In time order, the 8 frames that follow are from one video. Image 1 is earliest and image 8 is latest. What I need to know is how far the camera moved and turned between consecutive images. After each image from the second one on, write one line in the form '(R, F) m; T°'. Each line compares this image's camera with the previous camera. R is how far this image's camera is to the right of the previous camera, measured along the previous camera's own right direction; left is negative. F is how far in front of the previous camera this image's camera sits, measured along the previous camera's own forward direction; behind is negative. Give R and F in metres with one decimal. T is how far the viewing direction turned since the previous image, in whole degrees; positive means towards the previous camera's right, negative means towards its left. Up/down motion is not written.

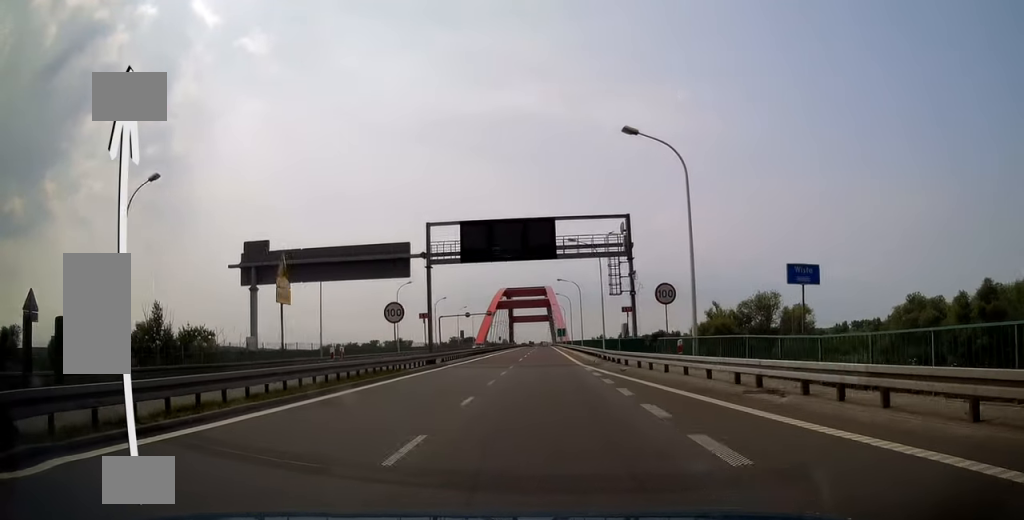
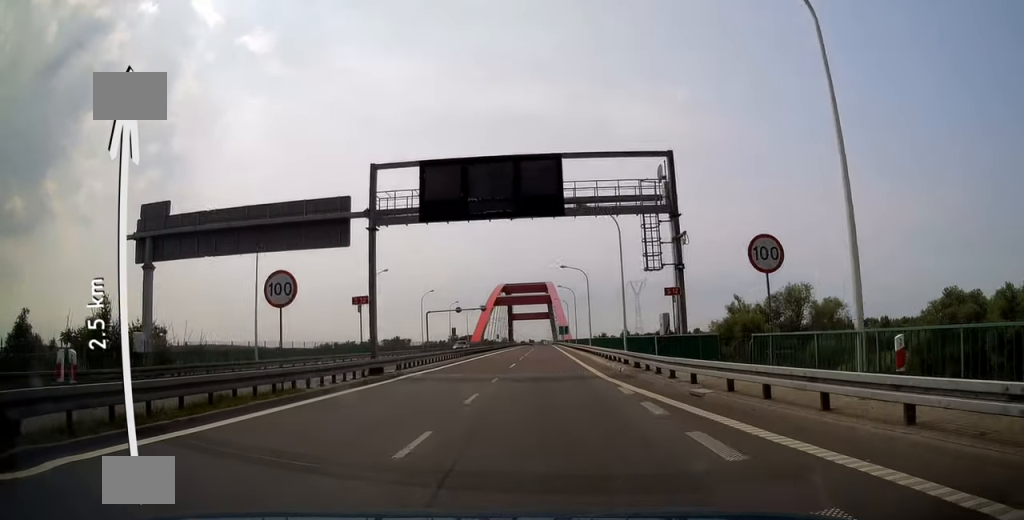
(+0.1, +11.5) m; 0°
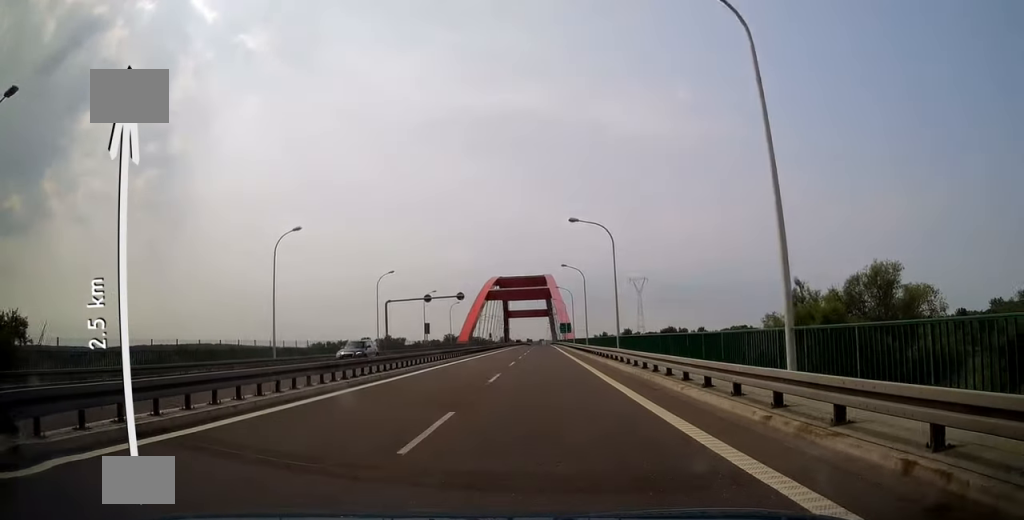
(-0.3, +22.5) m; 0°
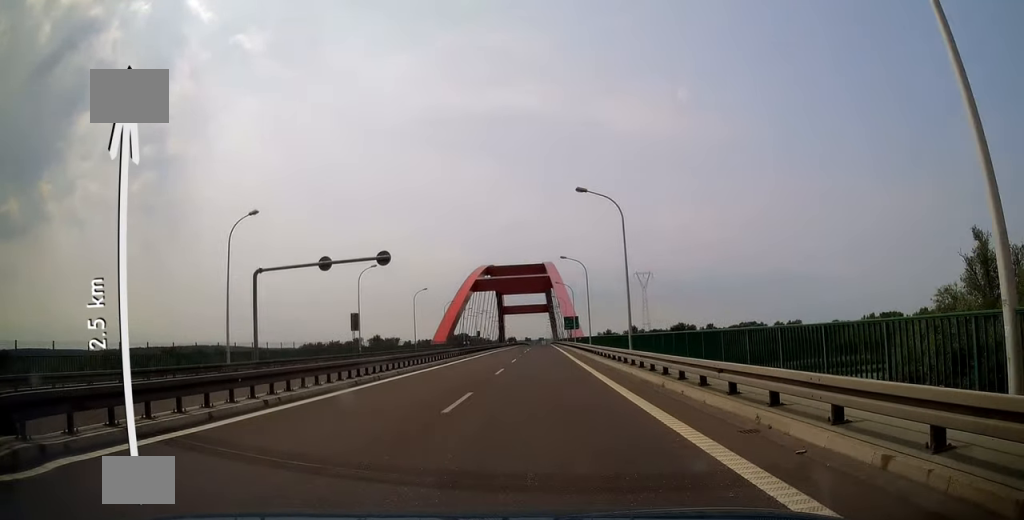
(+0.4, +31.4) m; 0°
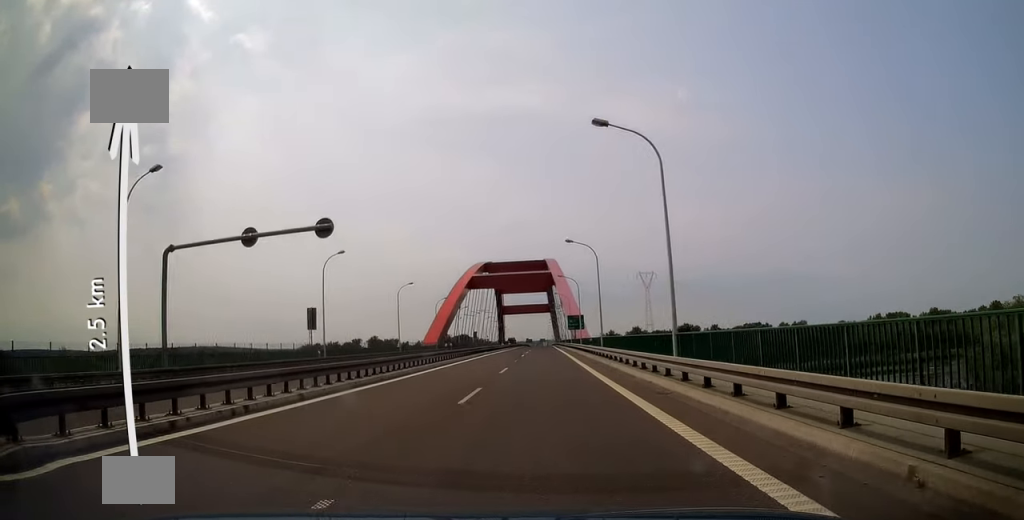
(-0.2, +10.2) m; 0°
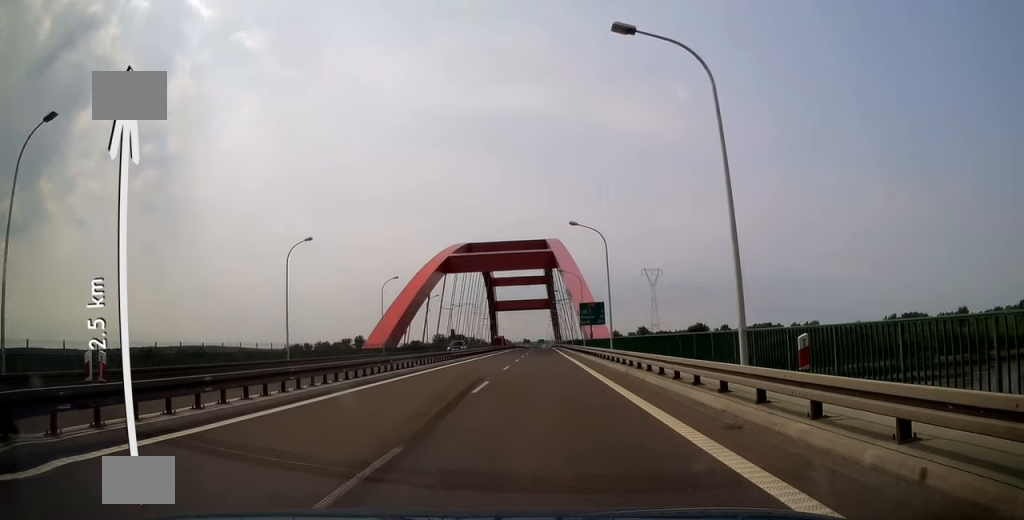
(-0.1, +32.9) m; 0°
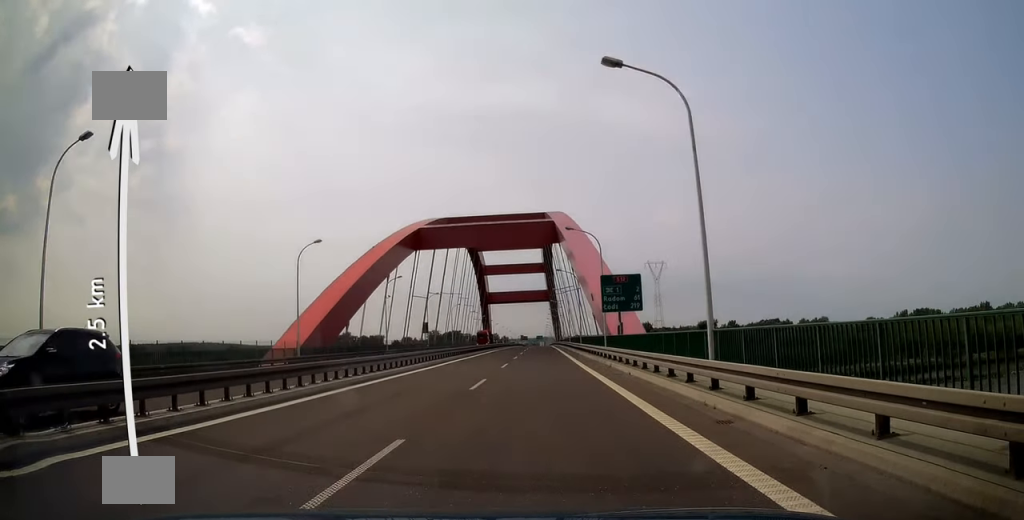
(+0.1, +23.5) m; 0°
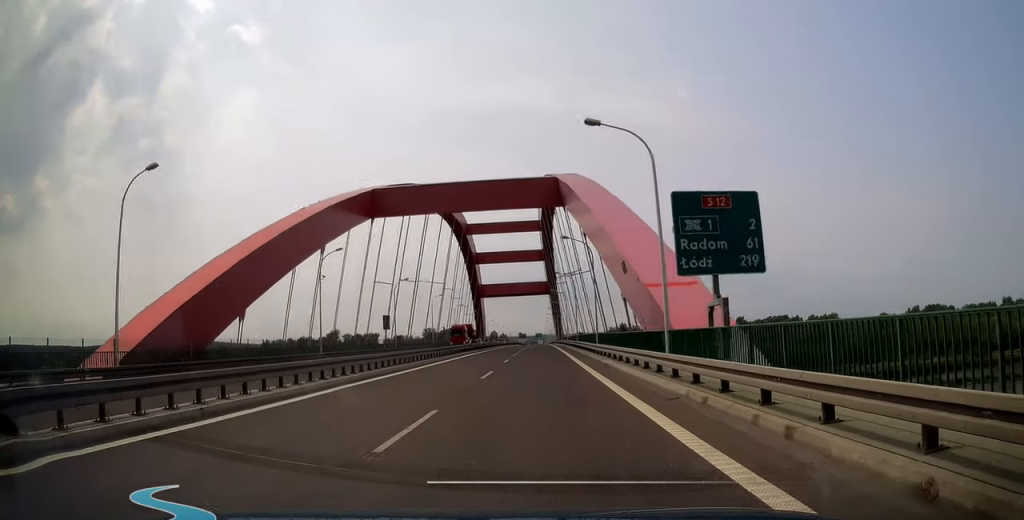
(0.0, +20.8) m; 0°
